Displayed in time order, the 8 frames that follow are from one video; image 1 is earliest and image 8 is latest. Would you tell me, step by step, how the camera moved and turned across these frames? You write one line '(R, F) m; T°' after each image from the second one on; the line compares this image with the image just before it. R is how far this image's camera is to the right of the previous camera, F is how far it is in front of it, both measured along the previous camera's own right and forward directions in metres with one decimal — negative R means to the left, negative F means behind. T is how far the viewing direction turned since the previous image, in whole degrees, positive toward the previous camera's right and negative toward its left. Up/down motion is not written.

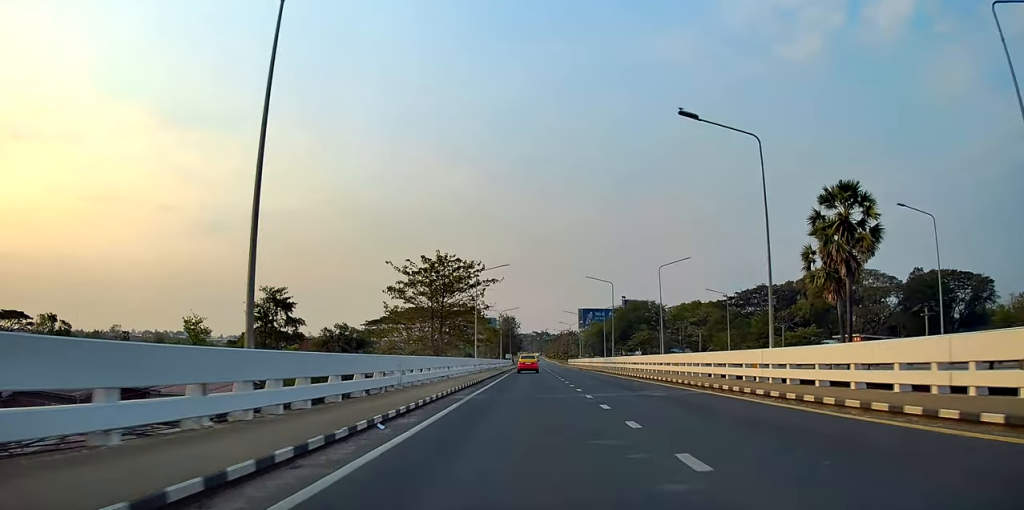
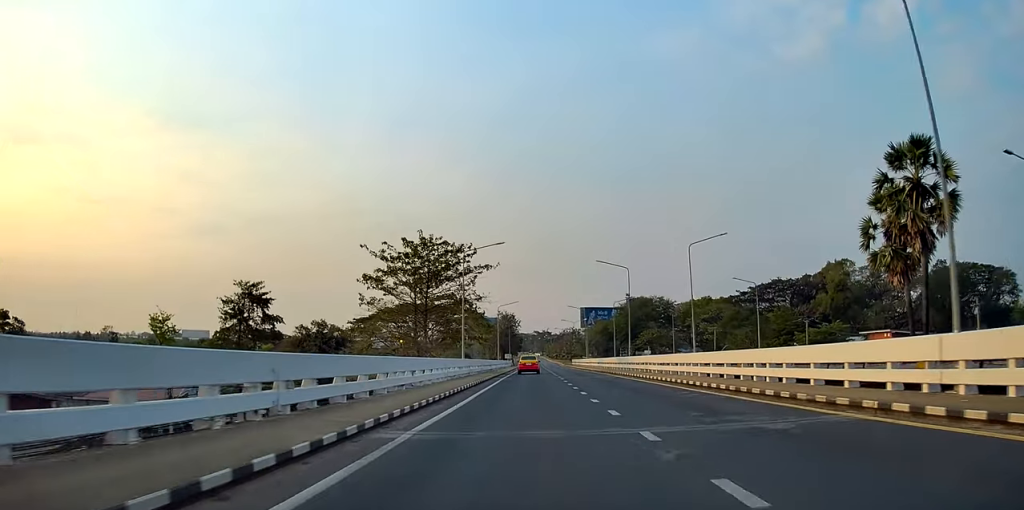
(0.0, +9.3) m; +1°
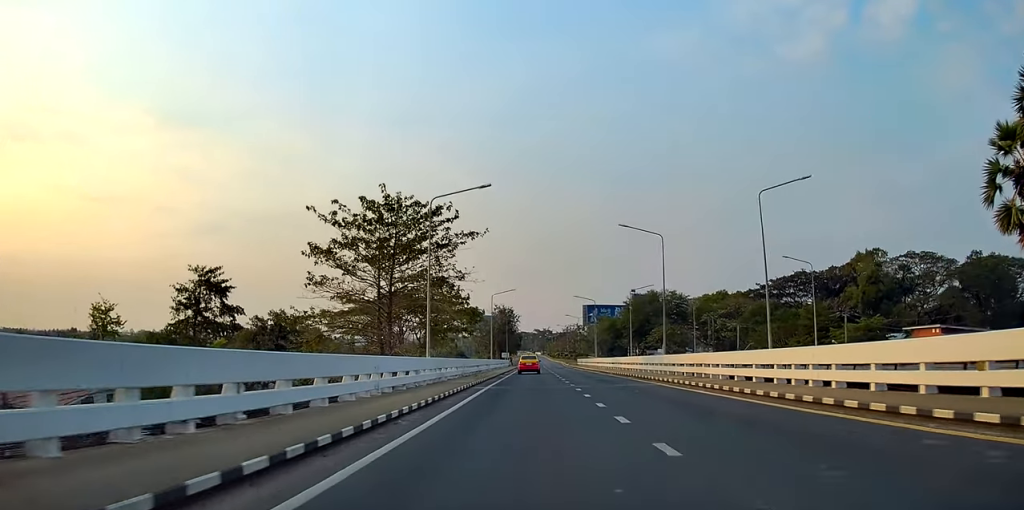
(+0.4, +13.1) m; +2°
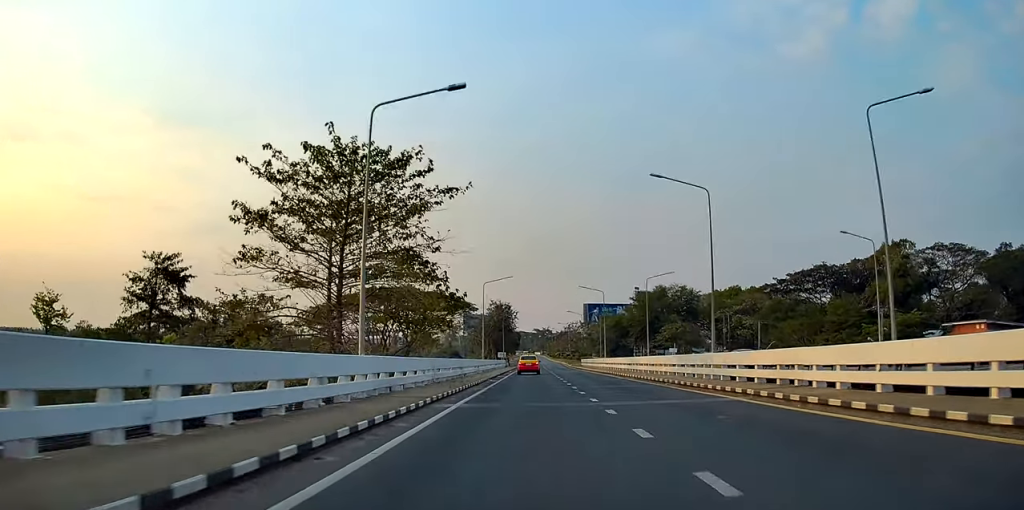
(0.0, +10.1) m; +1°
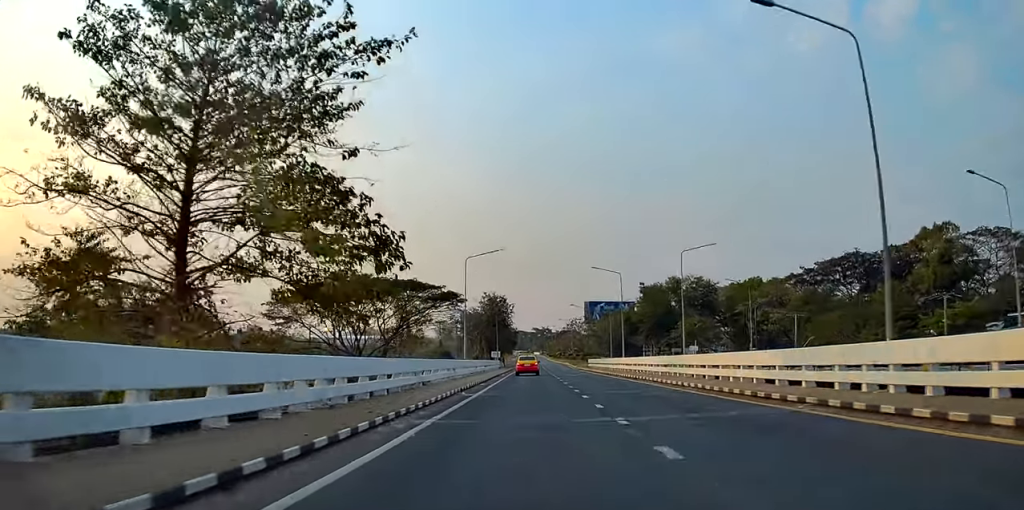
(+0.4, +13.7) m; -1°
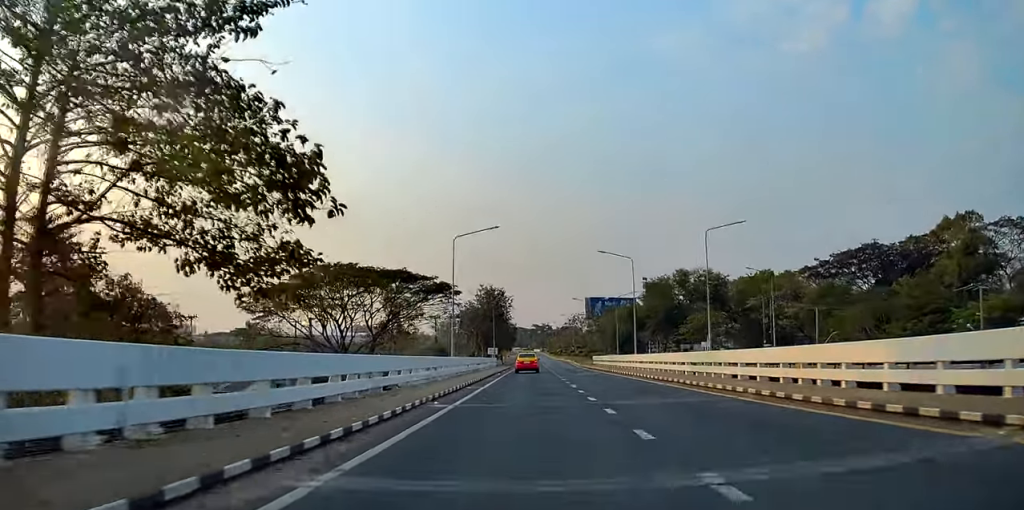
(-0.2, +6.5) m; -1°
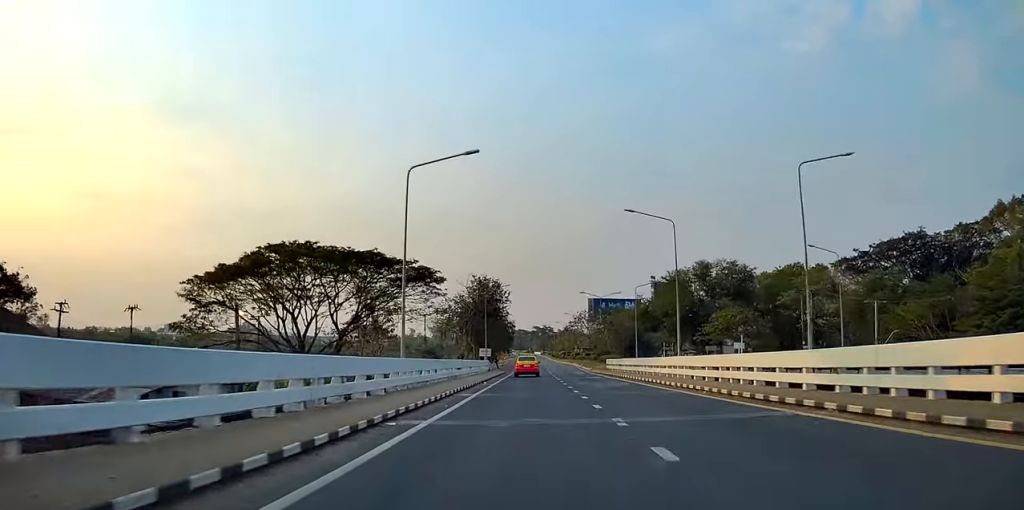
(-0.4, +13.6) m; -2°
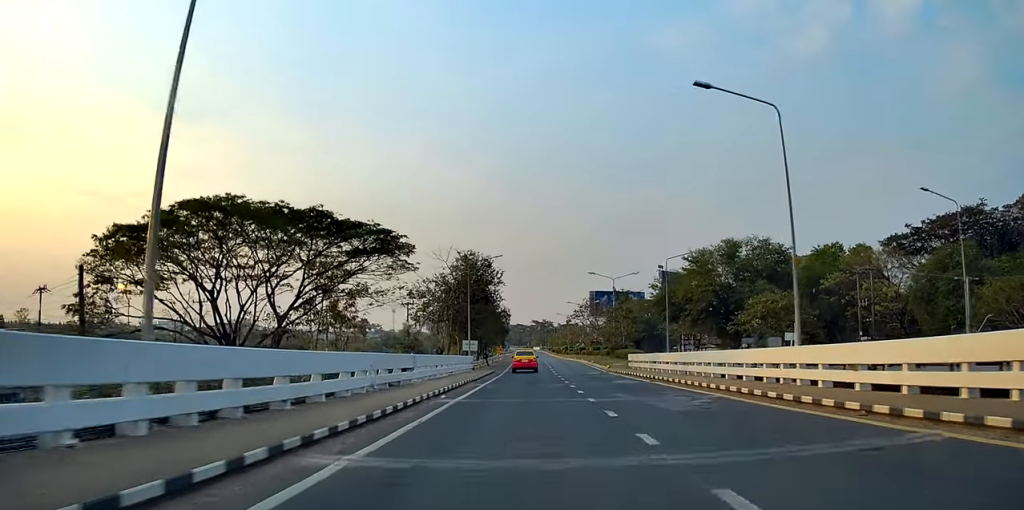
(0.0, +15.0) m; 0°
